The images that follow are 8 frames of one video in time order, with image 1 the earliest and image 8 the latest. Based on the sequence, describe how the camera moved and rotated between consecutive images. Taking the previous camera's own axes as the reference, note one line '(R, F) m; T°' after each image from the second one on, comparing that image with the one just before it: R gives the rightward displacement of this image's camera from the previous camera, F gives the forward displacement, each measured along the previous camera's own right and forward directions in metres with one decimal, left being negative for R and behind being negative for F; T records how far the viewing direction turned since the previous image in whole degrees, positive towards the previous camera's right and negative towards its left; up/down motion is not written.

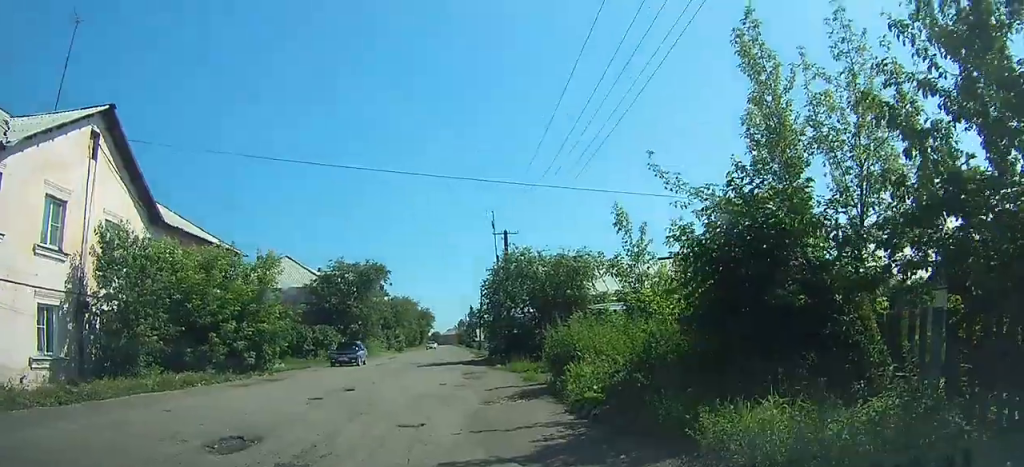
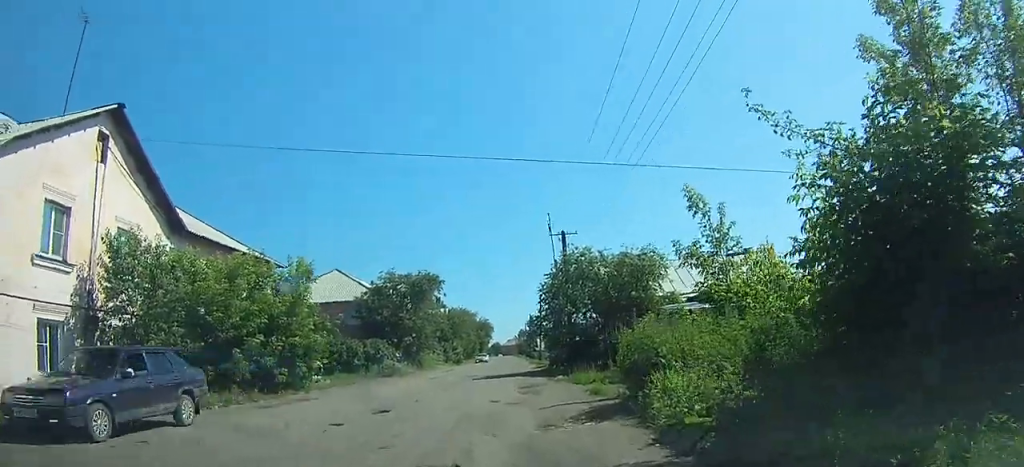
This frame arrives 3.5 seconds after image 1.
(+0.6, +7.6) m; +2°
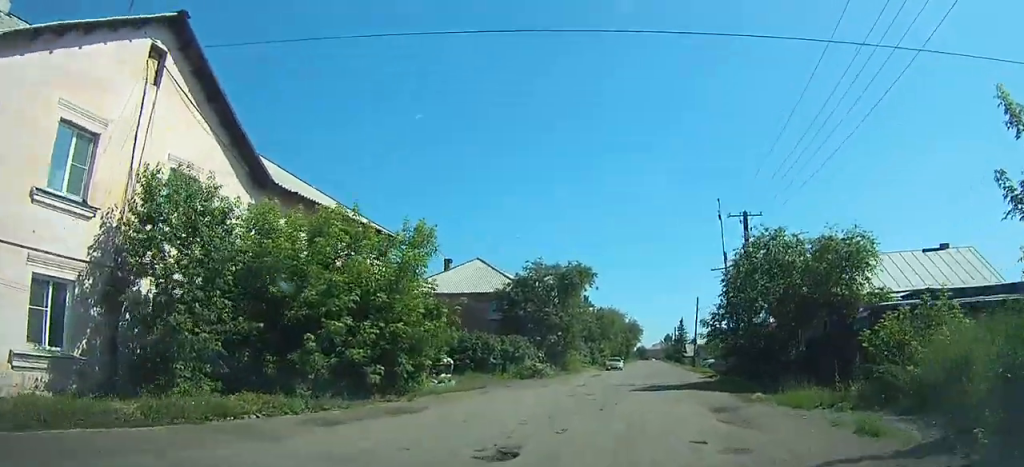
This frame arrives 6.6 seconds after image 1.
(-0.1, +7.2) m; -1°
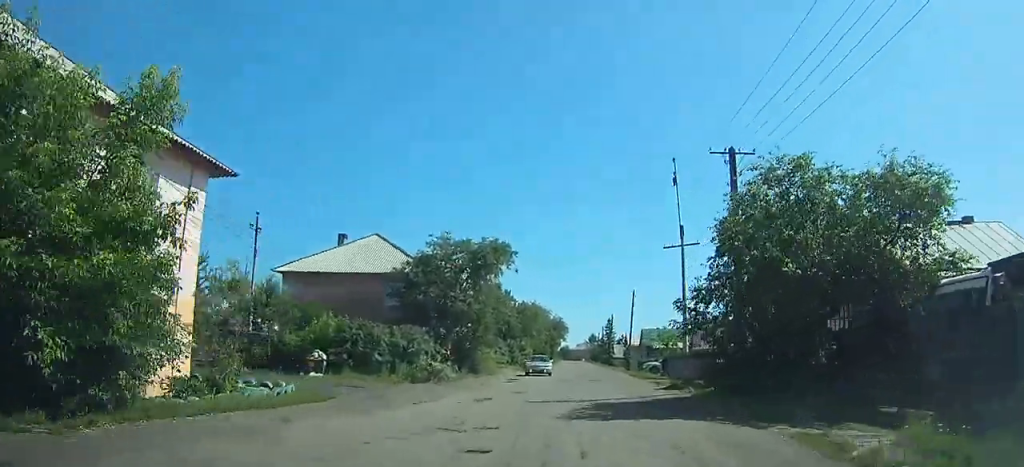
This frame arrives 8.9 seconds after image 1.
(+0.1, +7.6) m; +1°
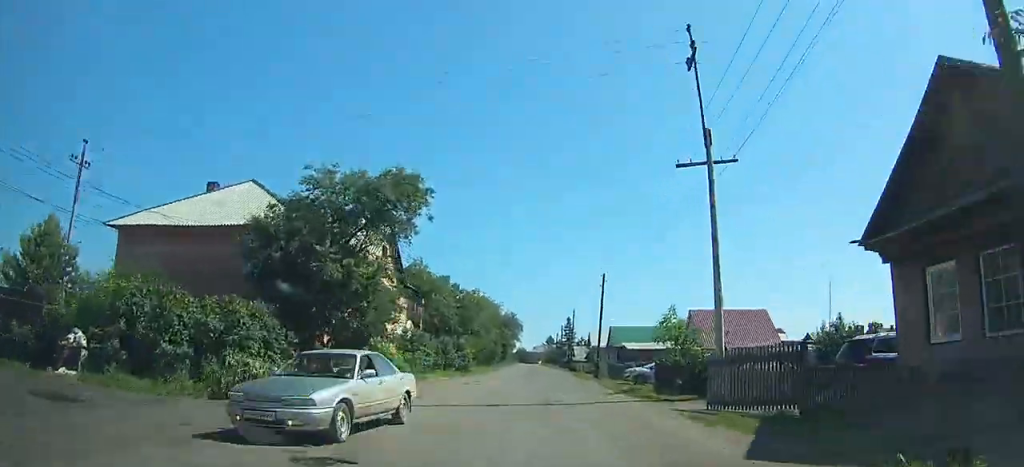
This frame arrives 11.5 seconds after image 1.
(0.0, +10.7) m; +1°
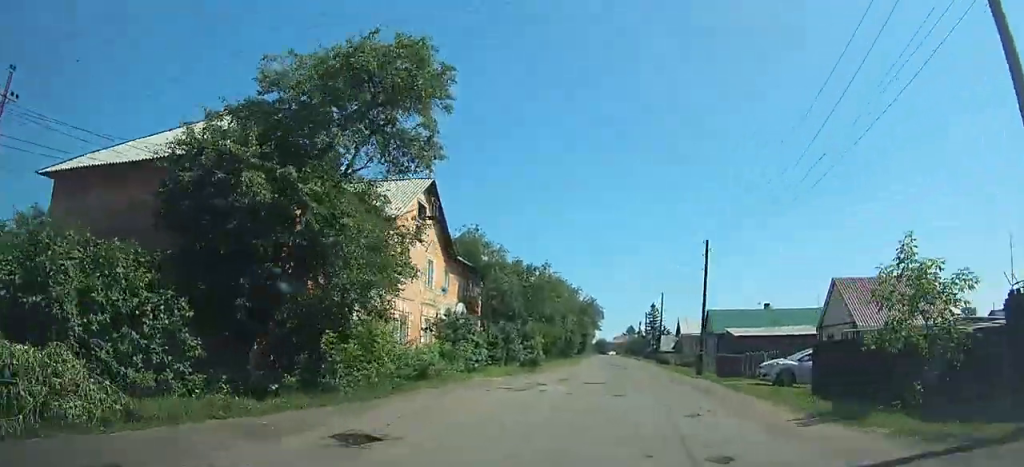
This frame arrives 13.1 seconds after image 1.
(0.0, +7.4) m; +1°
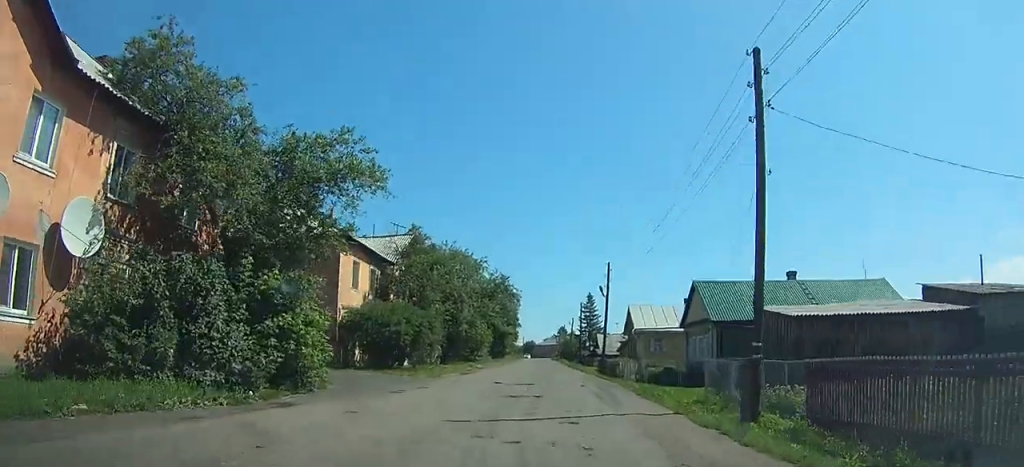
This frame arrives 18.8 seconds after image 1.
(+0.8, +24.5) m; +2°
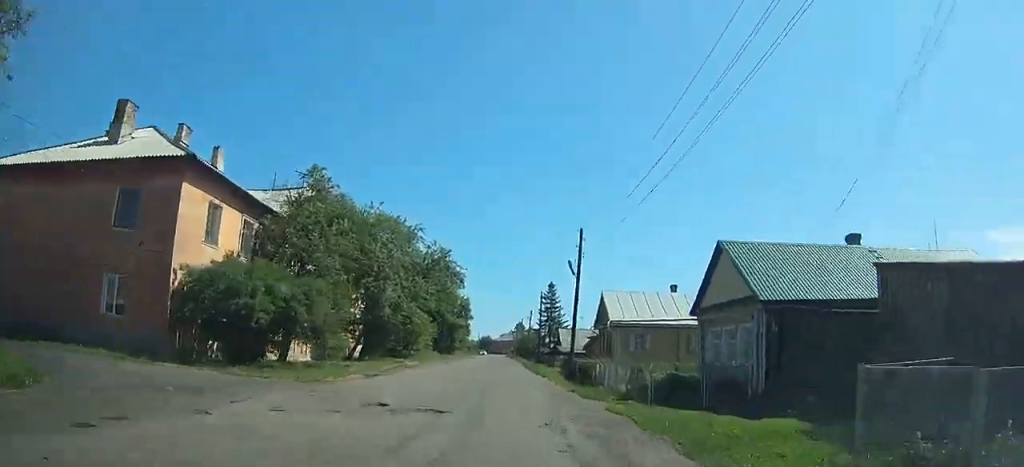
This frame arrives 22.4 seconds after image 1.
(0.0, +13.9) m; 0°
